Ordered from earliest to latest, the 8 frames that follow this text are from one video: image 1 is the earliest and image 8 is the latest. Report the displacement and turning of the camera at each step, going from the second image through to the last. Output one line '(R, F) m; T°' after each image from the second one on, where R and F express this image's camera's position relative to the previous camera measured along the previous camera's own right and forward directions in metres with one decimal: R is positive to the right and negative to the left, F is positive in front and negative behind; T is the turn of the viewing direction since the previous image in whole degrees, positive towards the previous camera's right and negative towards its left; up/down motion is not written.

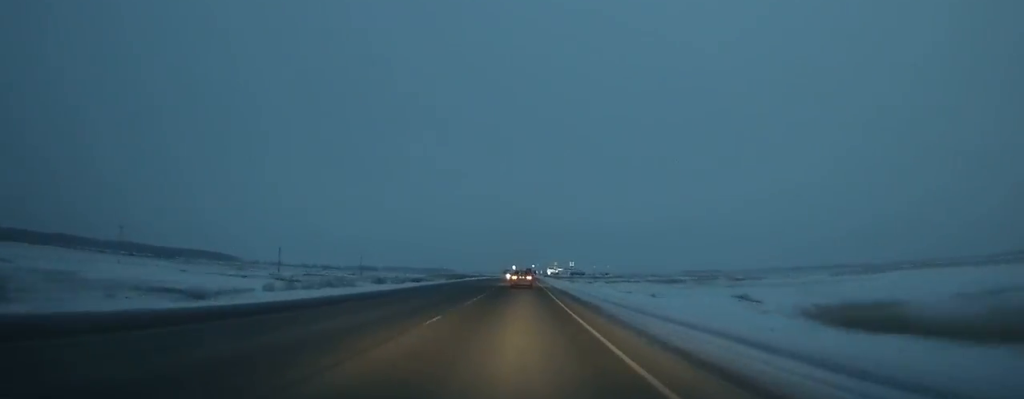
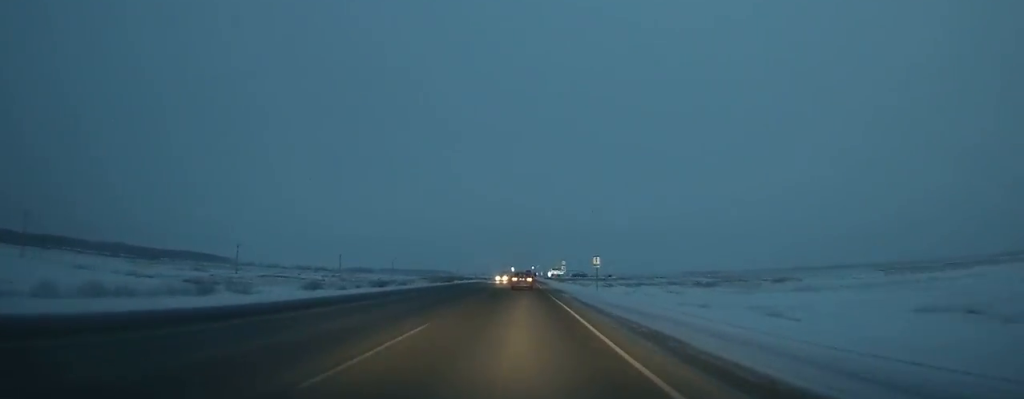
(+0.1, +28.9) m; 0°
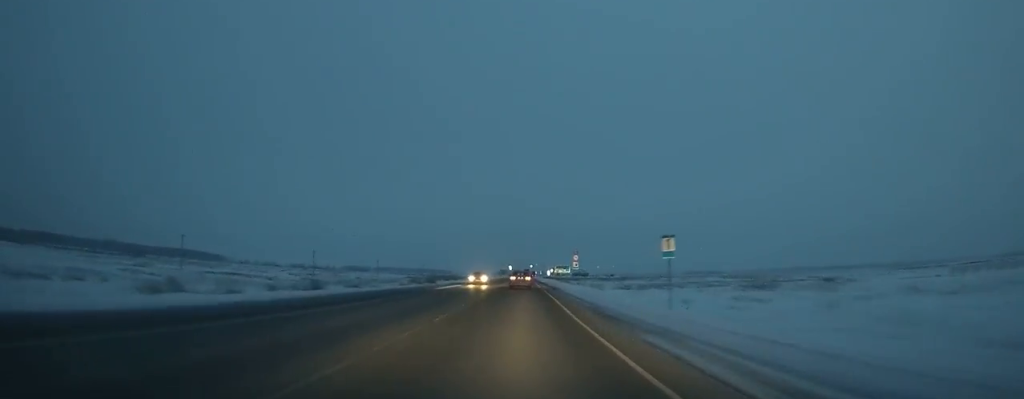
(+0.1, +26.6) m; 0°
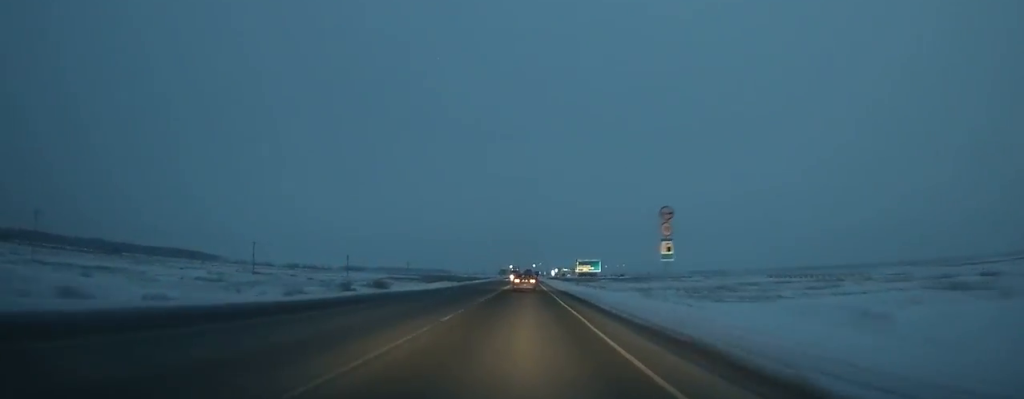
(0.0, +46.5) m; 0°
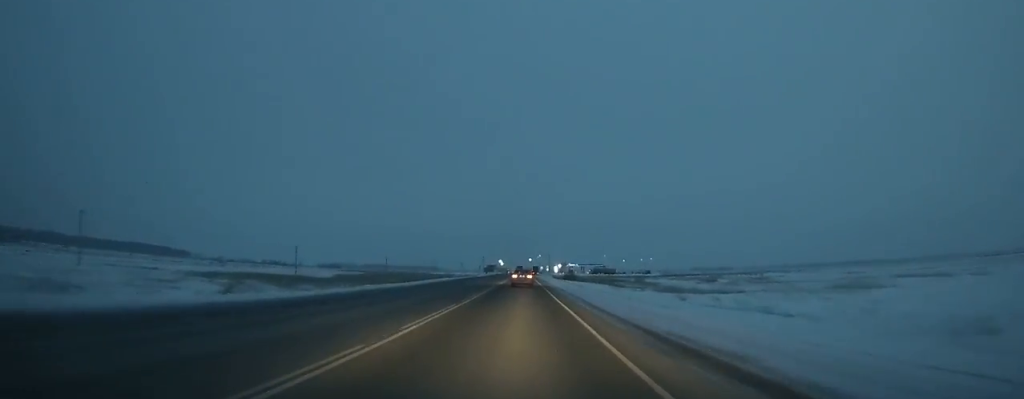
(+1.4, +134.8) m; +1°
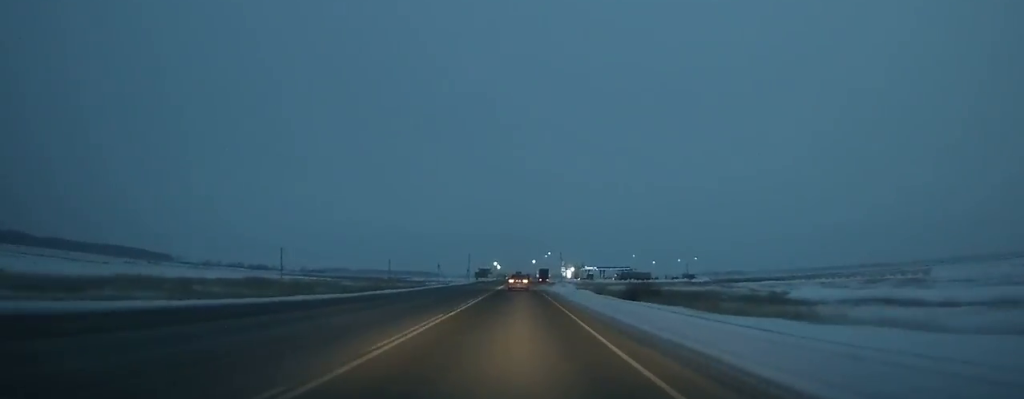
(-0.4, +100.1) m; -1°
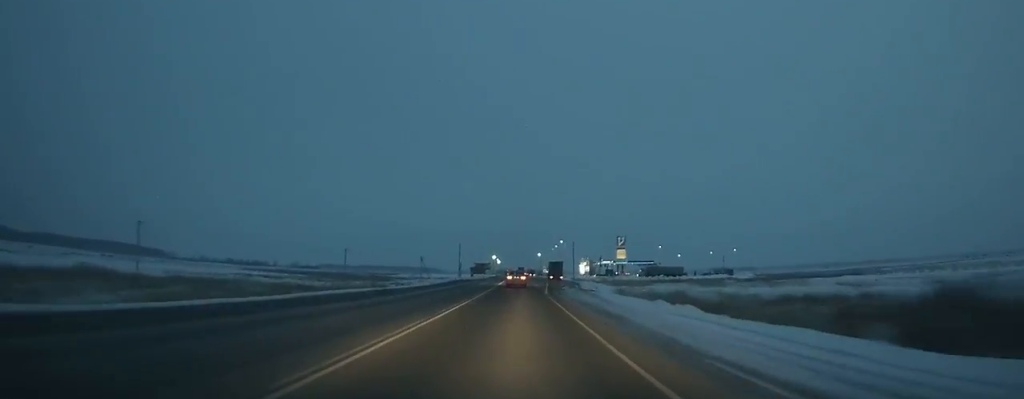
(0.0, +51.7) m; 0°
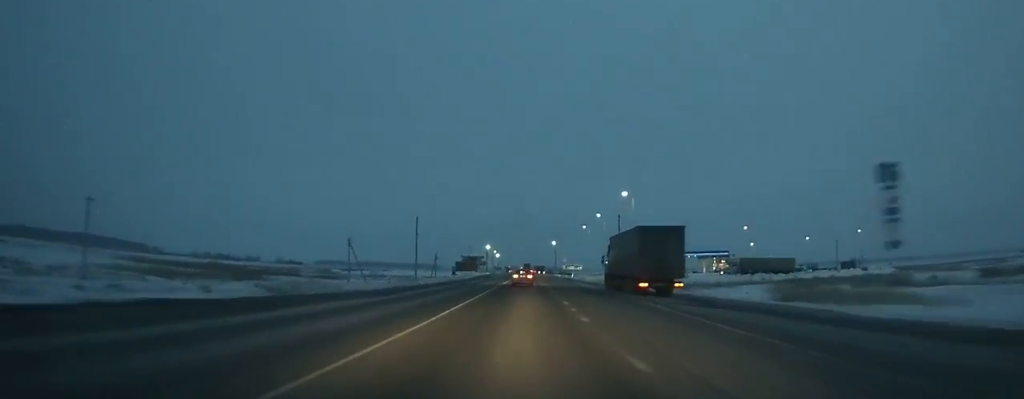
(-0.3, +90.4) m; 0°
